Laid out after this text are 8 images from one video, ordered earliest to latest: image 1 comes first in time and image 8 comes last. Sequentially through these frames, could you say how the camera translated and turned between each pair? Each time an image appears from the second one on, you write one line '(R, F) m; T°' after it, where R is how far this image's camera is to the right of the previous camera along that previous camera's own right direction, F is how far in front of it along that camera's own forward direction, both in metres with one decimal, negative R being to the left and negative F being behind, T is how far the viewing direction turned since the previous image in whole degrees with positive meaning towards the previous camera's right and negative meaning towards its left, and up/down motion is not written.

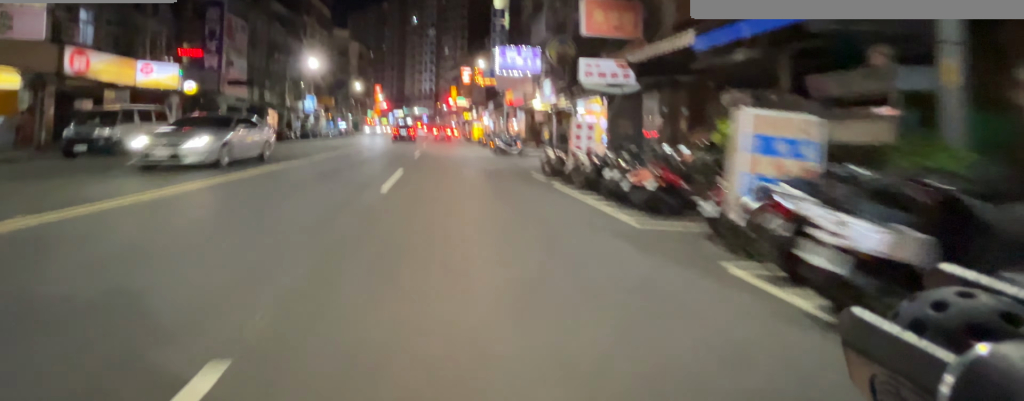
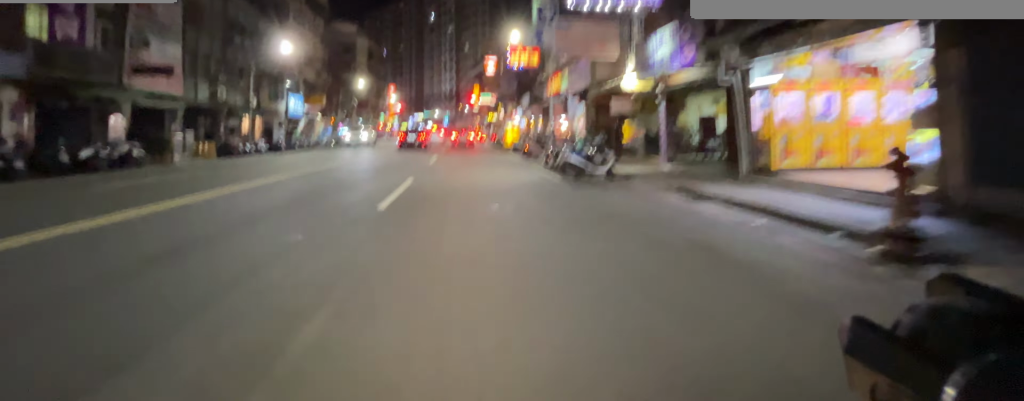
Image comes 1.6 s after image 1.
(+0.1, +9.0) m; 0°
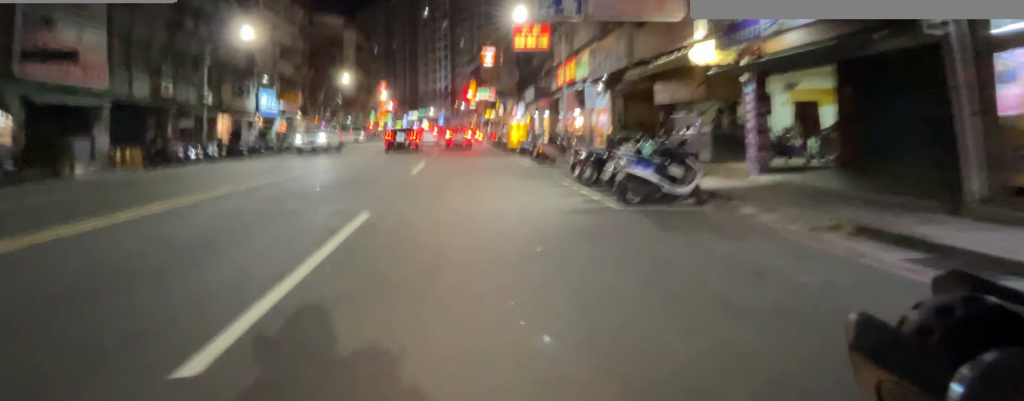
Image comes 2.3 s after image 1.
(0.0, +2.8) m; 0°
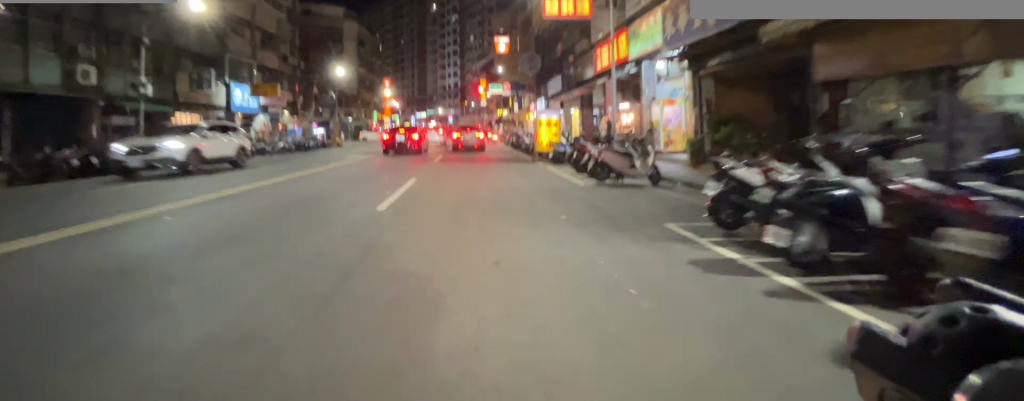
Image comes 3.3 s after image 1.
(0.0, +3.4) m; 0°
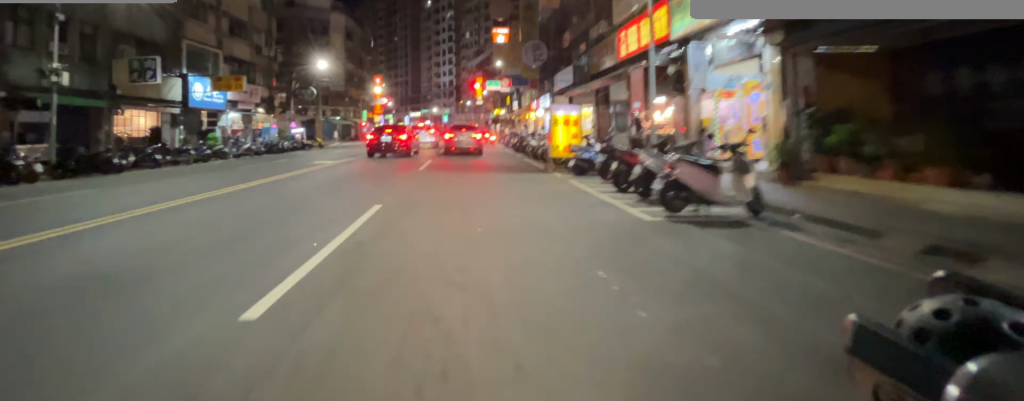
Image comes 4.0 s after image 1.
(0.0, +2.1) m; 0°
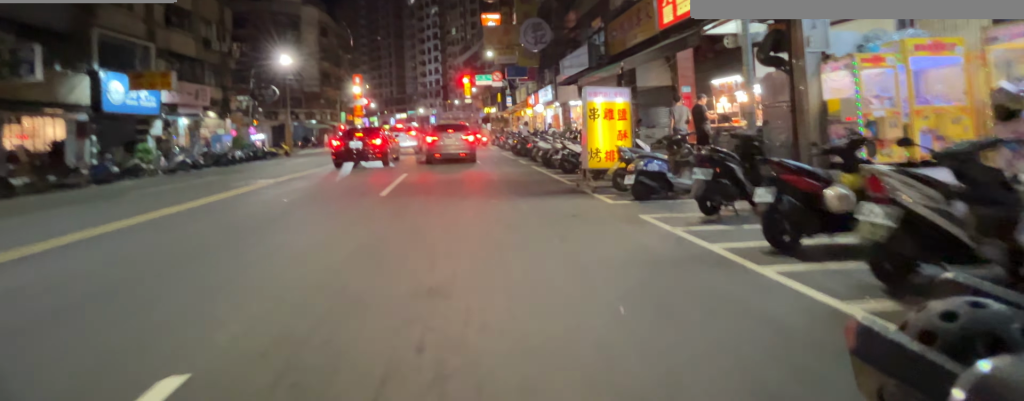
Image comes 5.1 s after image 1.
(0.0, +3.2) m; 0°
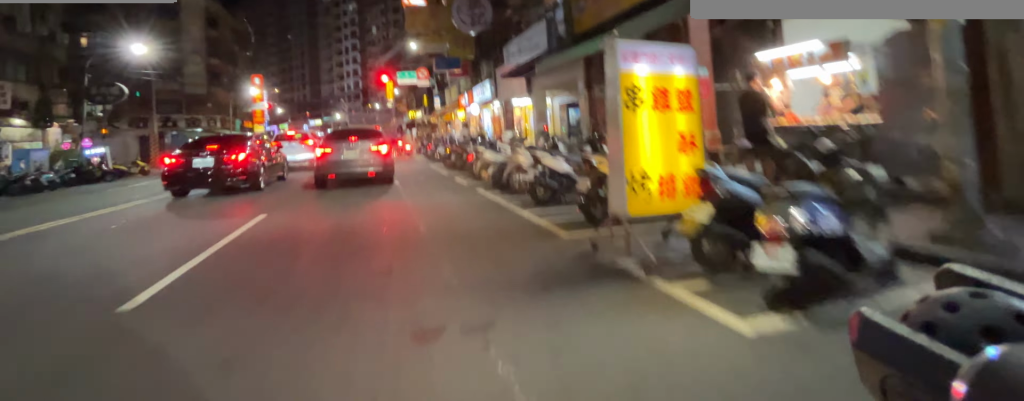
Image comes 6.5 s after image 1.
(0.0, +4.8) m; 0°
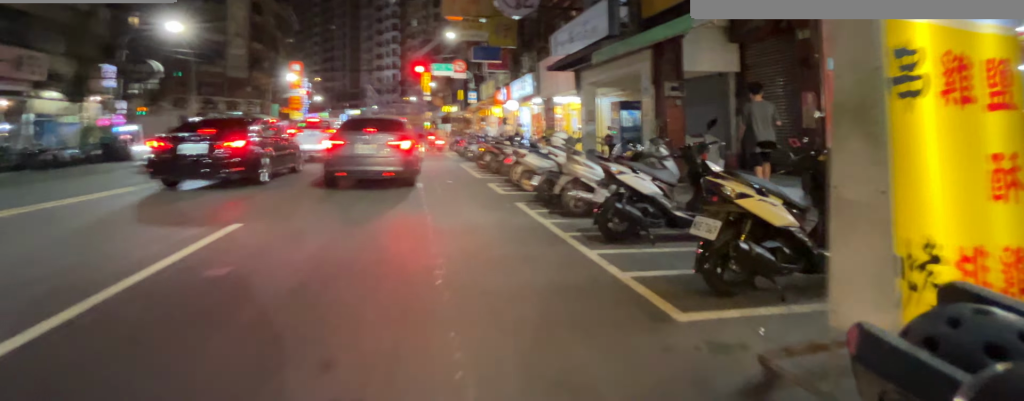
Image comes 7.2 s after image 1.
(0.0, +3.2) m; +7°
